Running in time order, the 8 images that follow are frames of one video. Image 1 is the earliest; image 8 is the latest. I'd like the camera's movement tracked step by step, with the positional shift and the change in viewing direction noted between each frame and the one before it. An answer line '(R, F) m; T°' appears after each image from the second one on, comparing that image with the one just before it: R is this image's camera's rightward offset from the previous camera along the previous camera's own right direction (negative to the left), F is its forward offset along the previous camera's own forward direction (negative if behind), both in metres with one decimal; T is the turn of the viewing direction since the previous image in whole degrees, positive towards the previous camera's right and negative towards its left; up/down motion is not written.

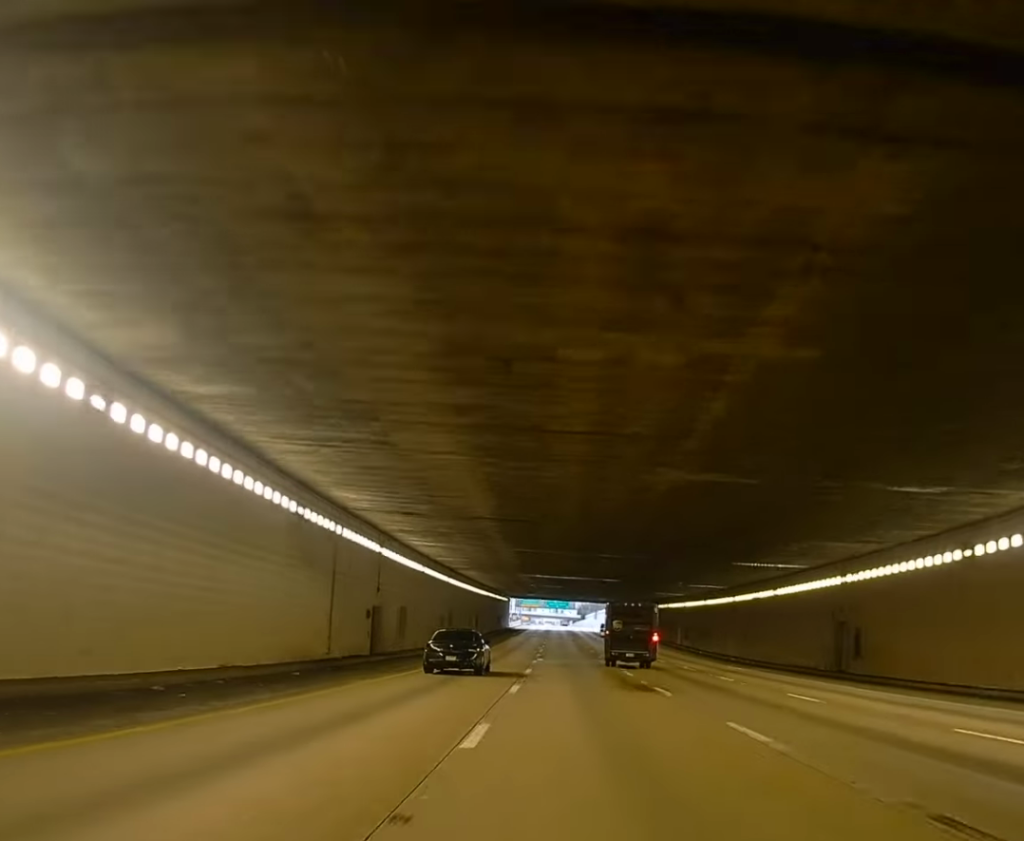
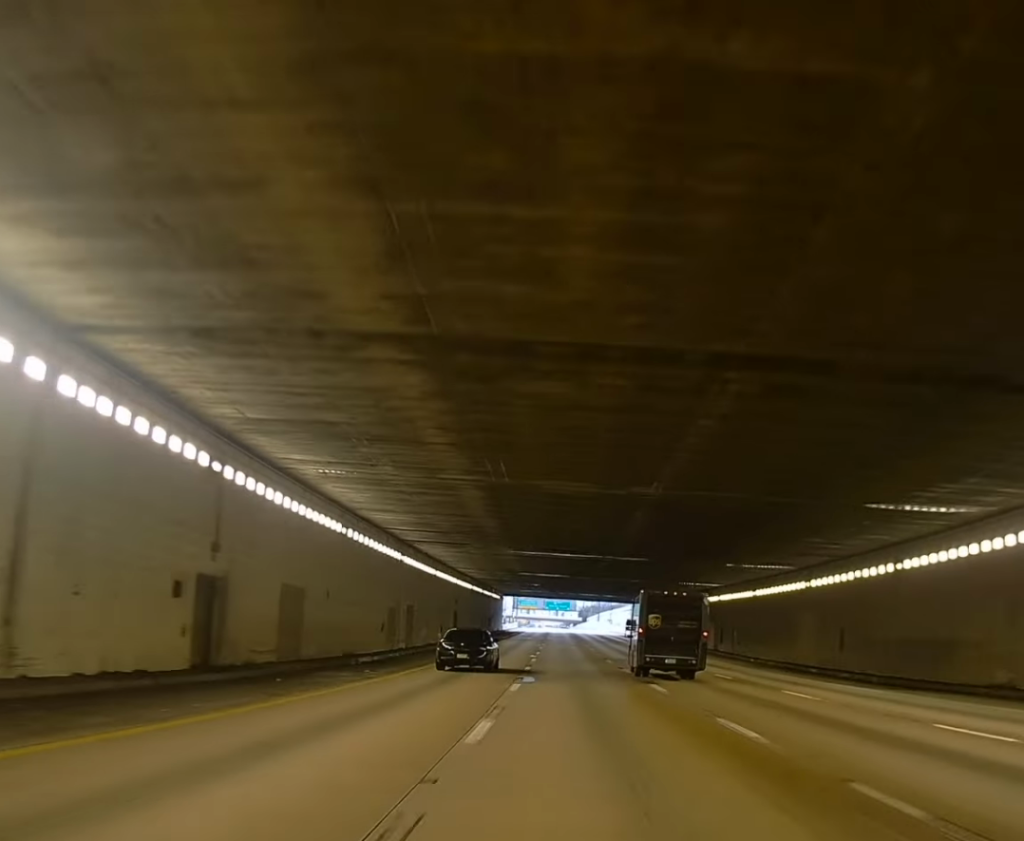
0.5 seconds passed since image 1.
(0.0, +22.6) m; 0°
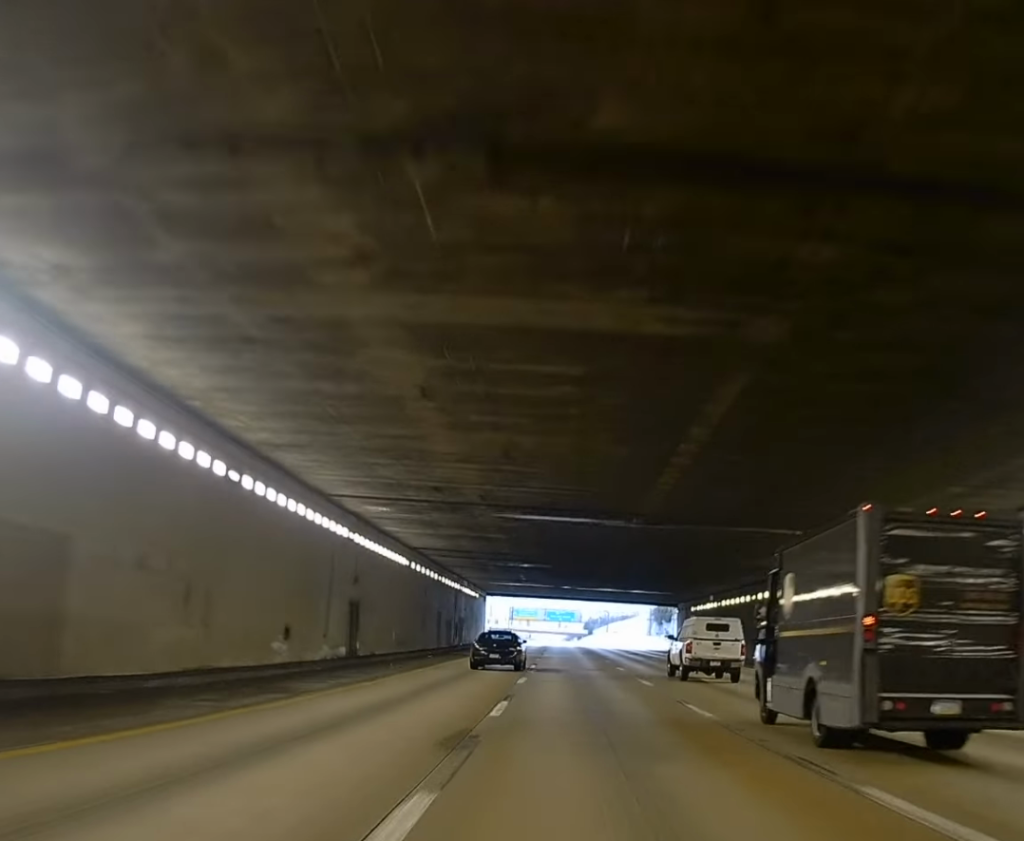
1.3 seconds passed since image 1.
(0.0, +42.2) m; 0°
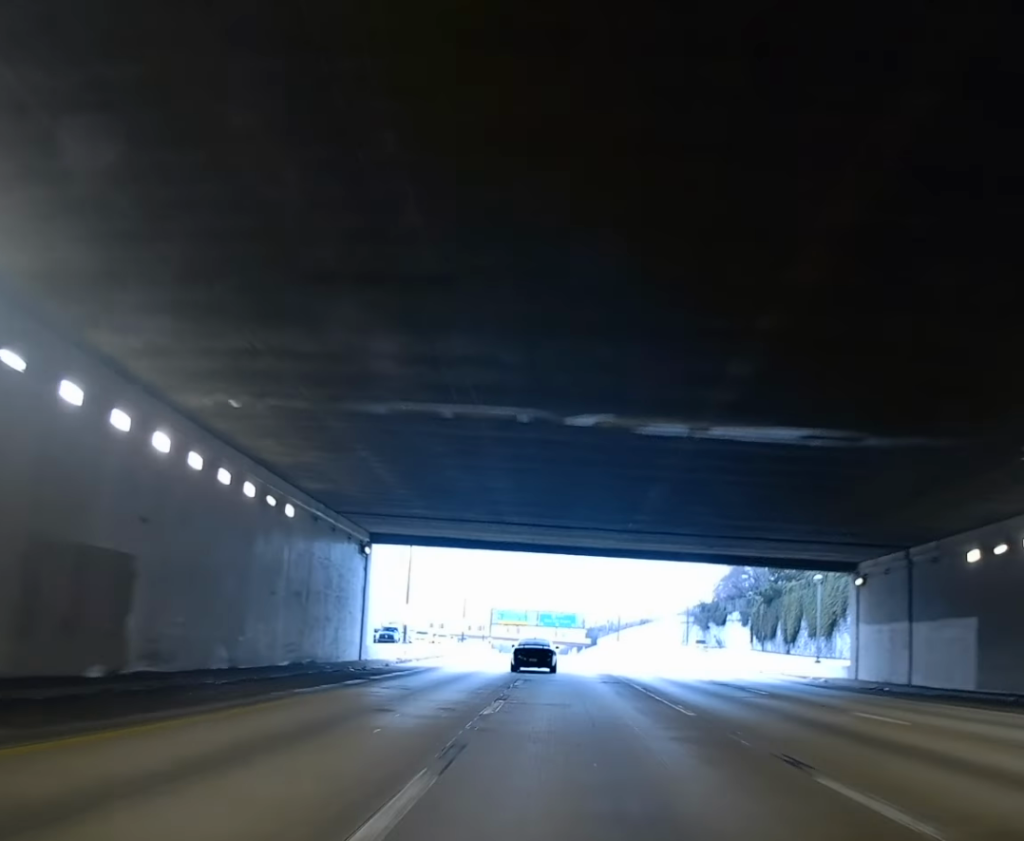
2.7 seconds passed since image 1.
(+0.4, +67.3) m; +1°
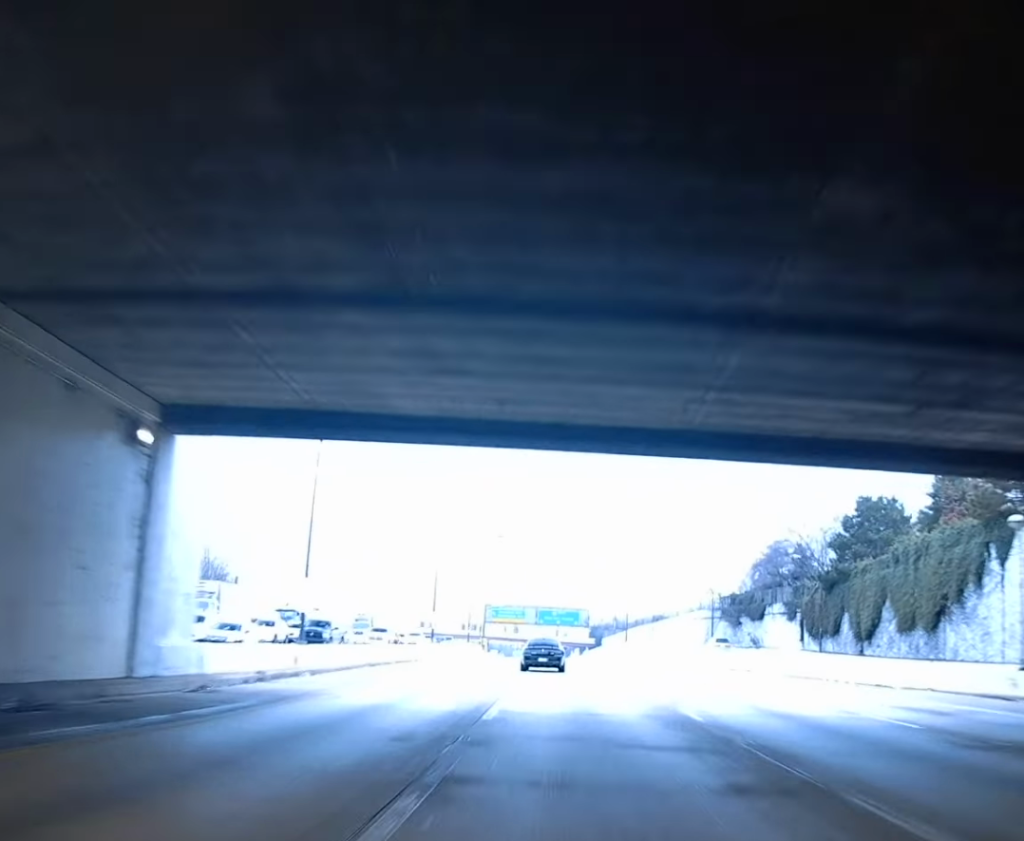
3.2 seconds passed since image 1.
(0.0, +23.5) m; 0°
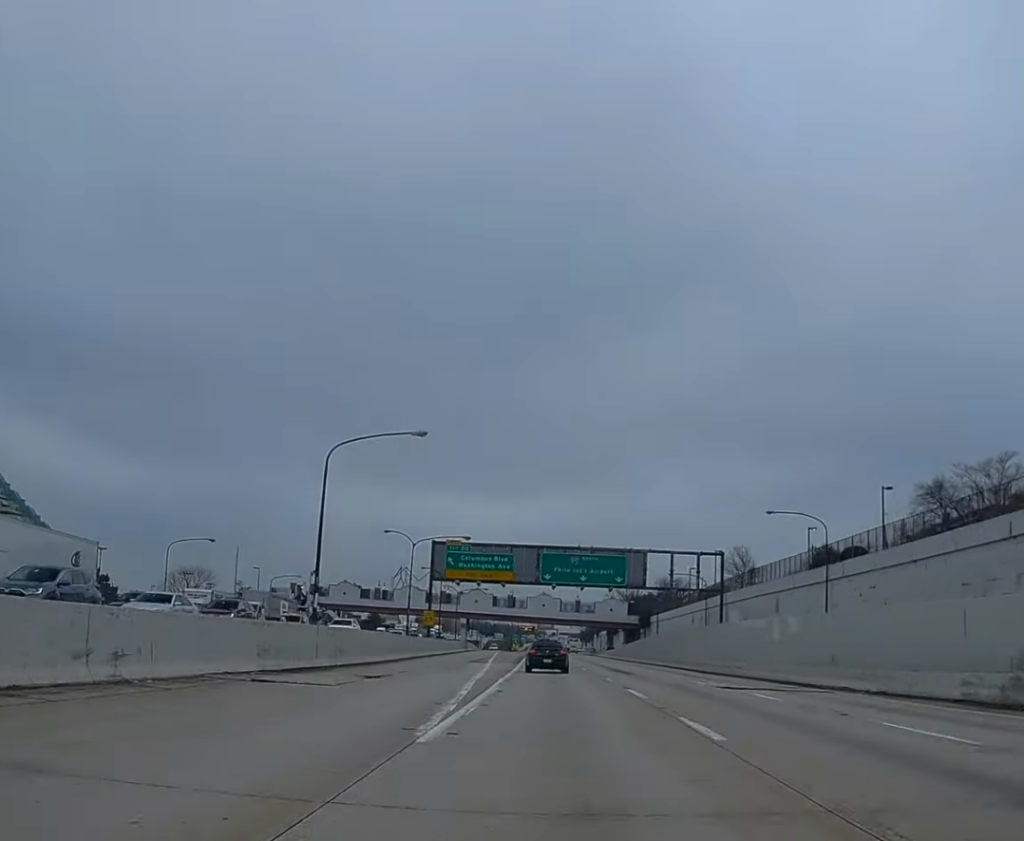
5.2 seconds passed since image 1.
(+0.7, +107.9) m; 0°
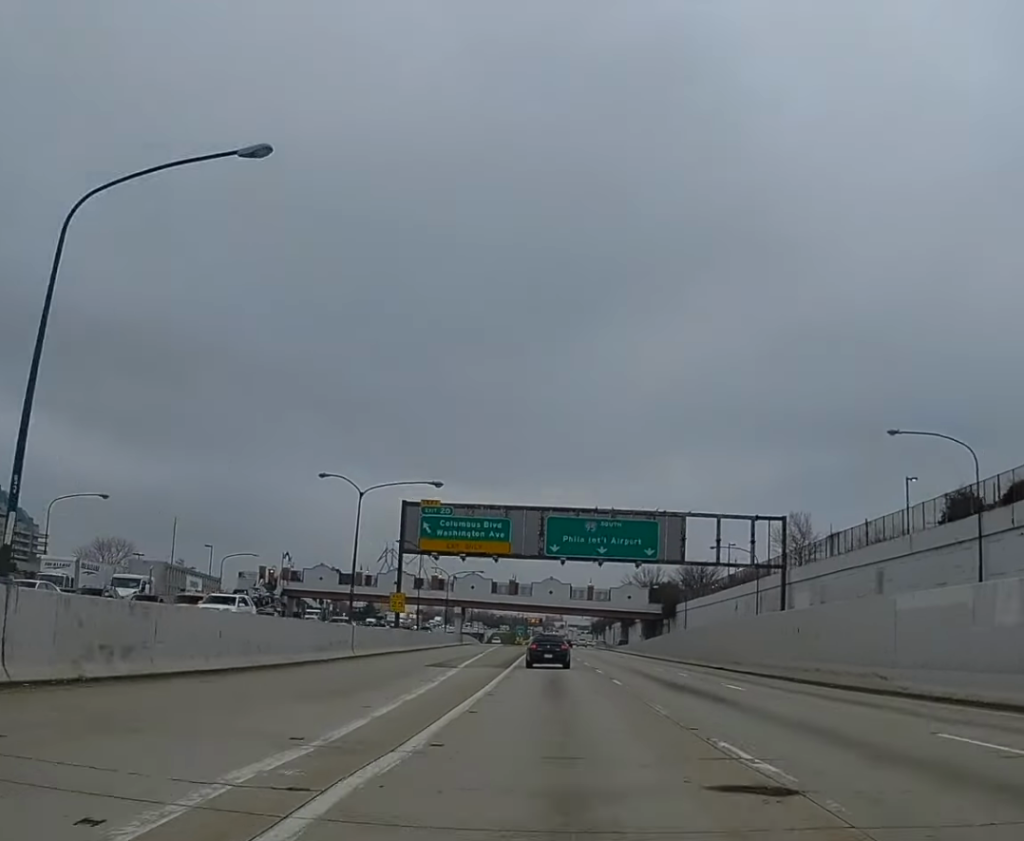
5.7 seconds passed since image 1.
(+0.4, +27.2) m; -1°
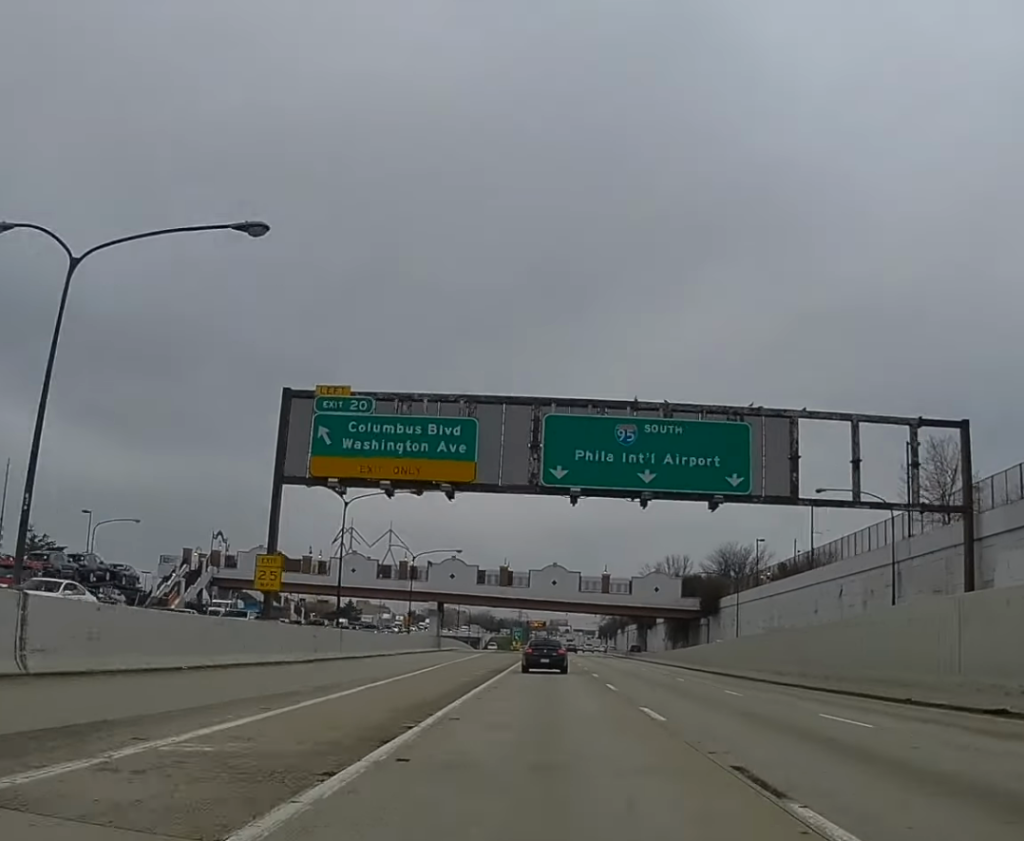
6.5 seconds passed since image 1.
(-1.4, +40.7) m; -1°
